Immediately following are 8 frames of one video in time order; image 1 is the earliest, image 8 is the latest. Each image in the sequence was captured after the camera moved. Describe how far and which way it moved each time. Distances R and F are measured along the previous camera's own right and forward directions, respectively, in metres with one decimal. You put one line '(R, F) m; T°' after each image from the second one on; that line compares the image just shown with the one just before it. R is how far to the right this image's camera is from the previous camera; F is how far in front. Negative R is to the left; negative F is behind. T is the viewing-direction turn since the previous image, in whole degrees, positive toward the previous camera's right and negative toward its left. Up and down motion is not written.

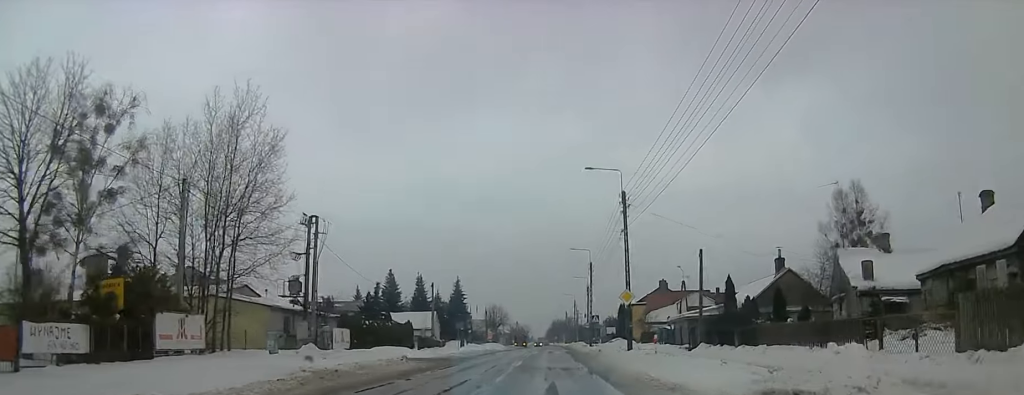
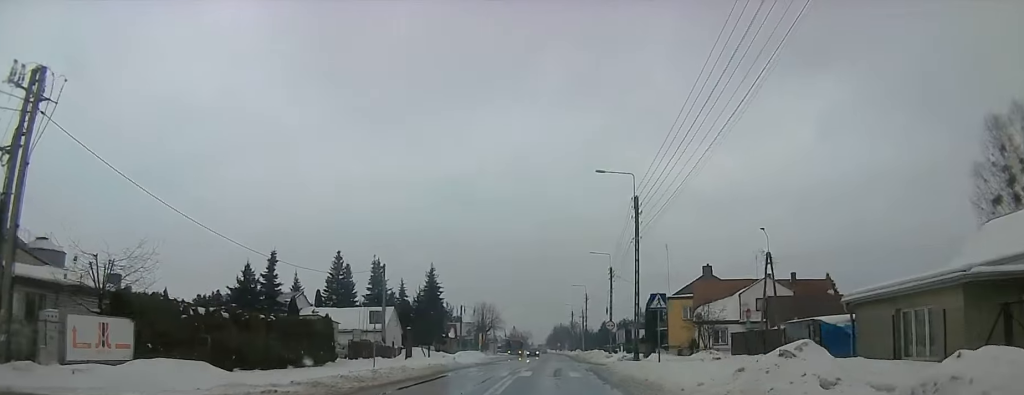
(0.0, +30.4) m; 0°
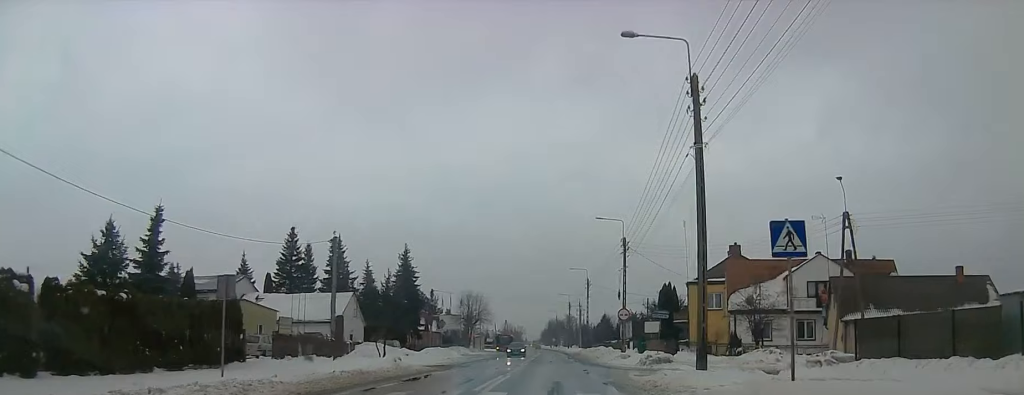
(+0.1, +14.3) m; +1°
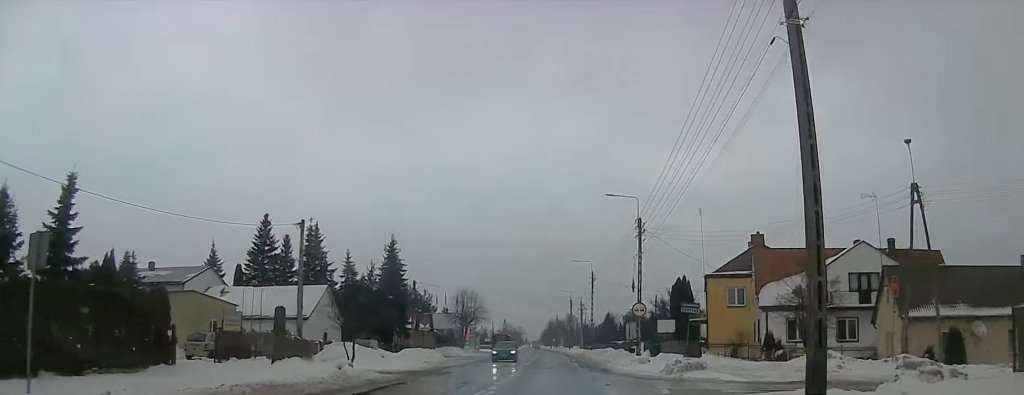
(0.0, +7.3) m; 0°
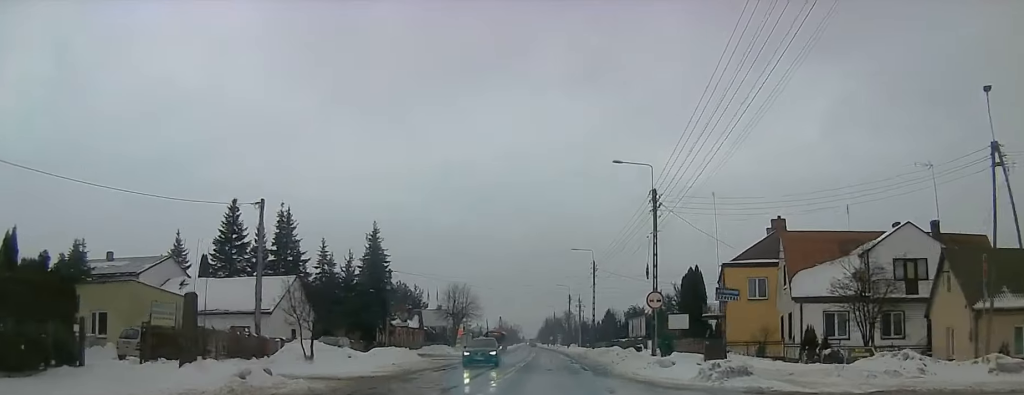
(0.0, +6.4) m; 0°
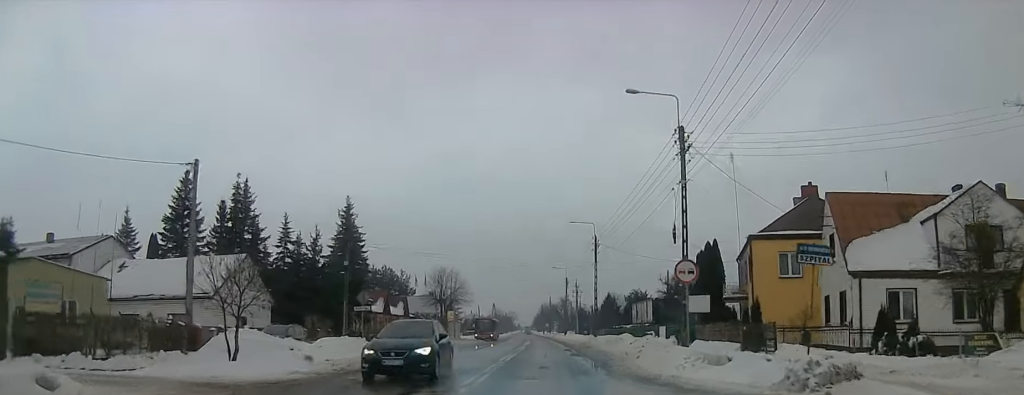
(0.0, +7.7) m; 0°
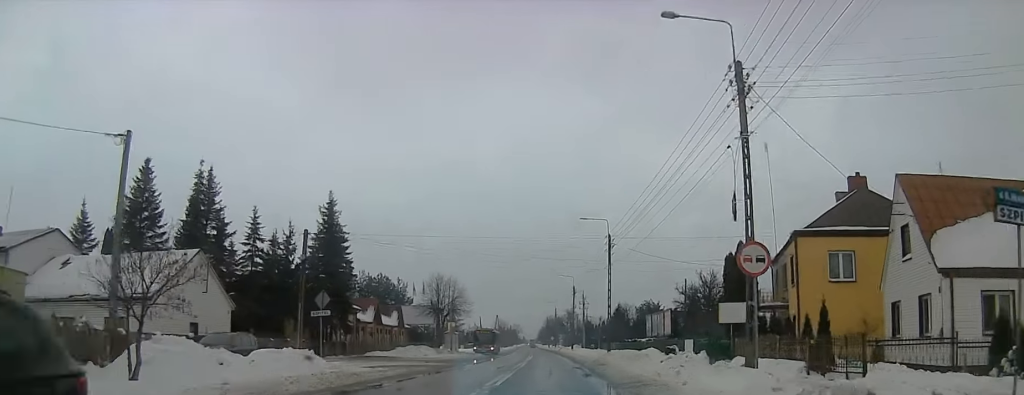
(0.0, +6.9) m; 0°
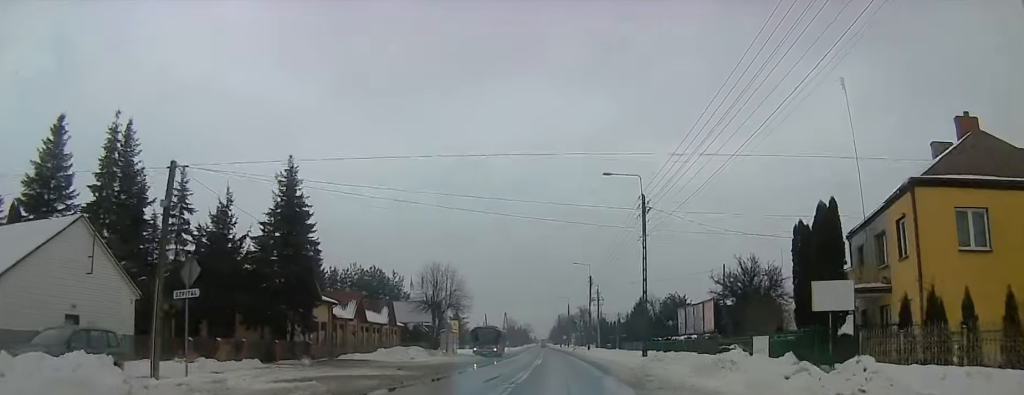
(0.0, +11.2) m; 0°
